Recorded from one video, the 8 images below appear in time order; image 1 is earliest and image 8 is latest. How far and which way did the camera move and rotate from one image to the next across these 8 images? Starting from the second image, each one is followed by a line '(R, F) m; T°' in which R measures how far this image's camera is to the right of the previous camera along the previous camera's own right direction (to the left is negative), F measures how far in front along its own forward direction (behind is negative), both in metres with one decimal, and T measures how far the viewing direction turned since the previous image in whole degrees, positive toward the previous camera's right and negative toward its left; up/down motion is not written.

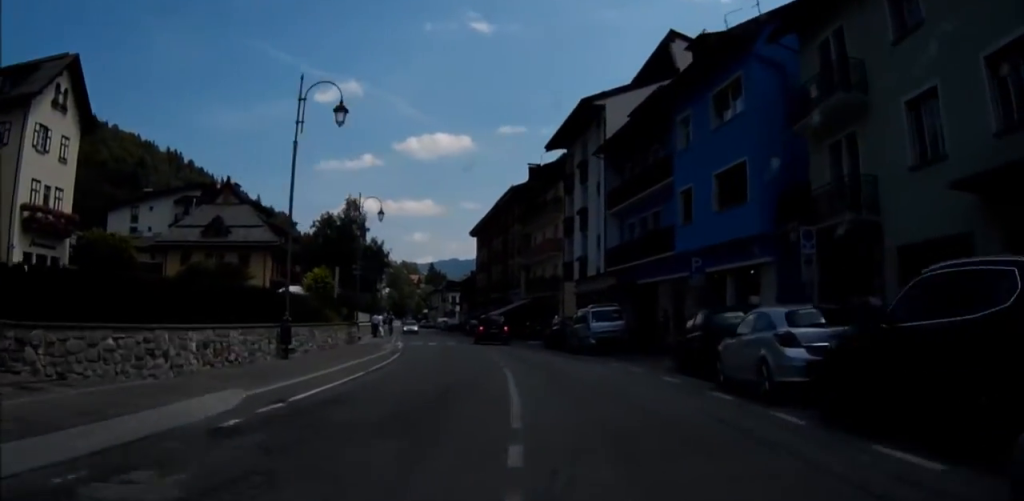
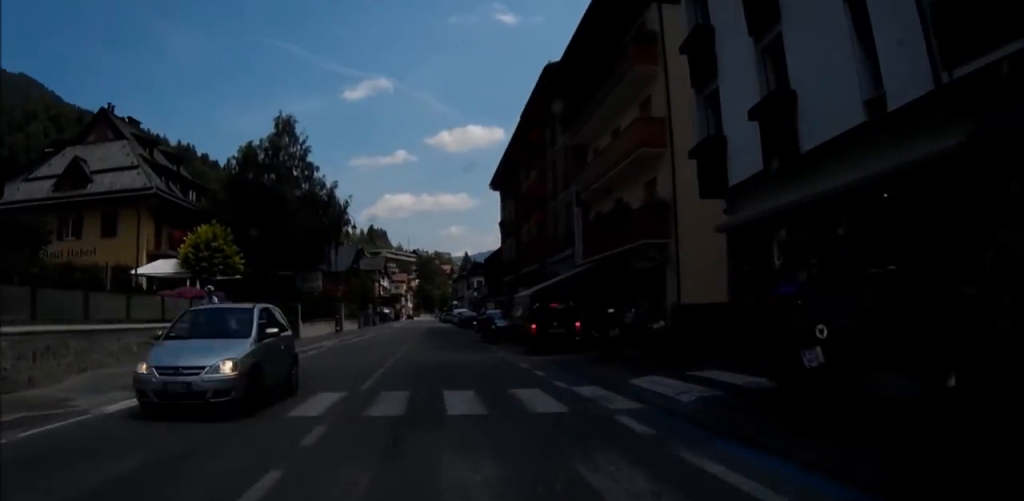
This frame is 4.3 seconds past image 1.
(-0.7, +30.7) m; -5°
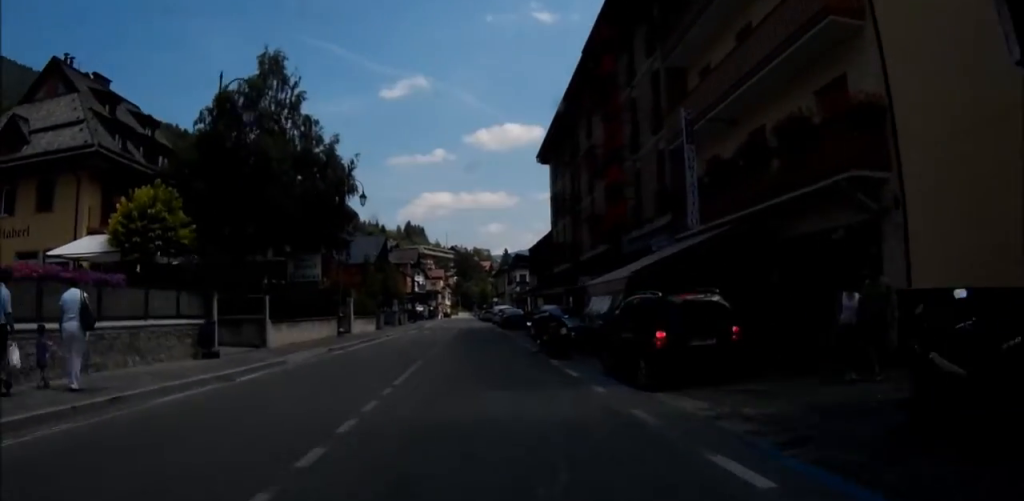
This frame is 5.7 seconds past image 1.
(-0.3, +12.3) m; -1°
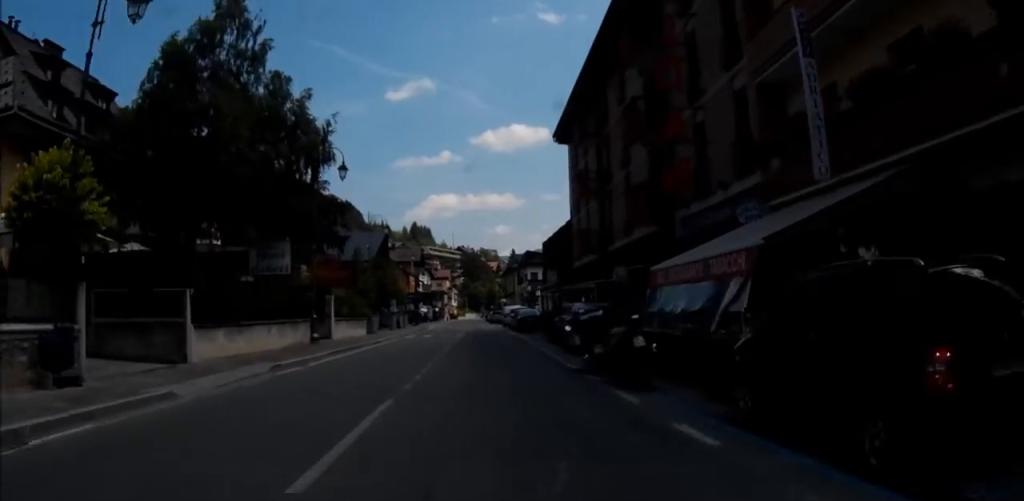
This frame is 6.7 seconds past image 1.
(0.0, +8.3) m; 0°
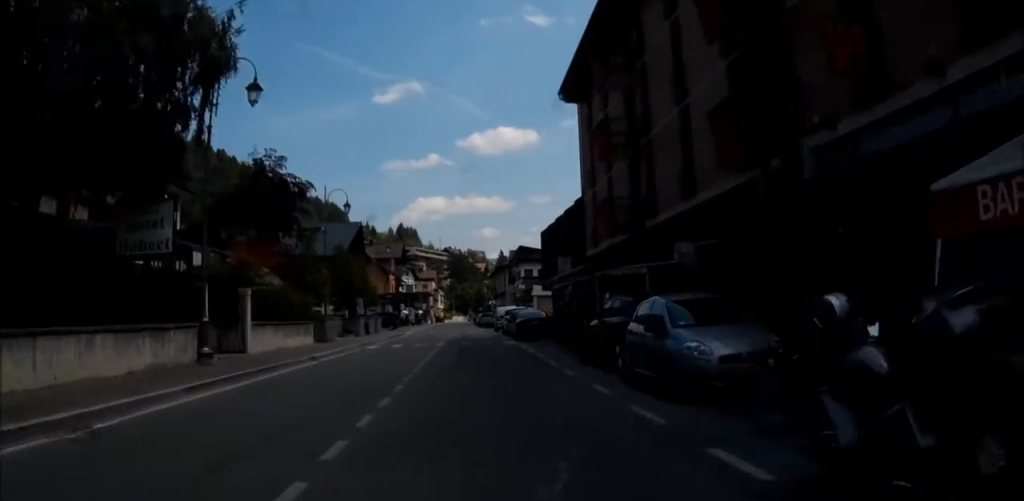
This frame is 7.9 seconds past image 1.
(0.0, +11.5) m; 0°
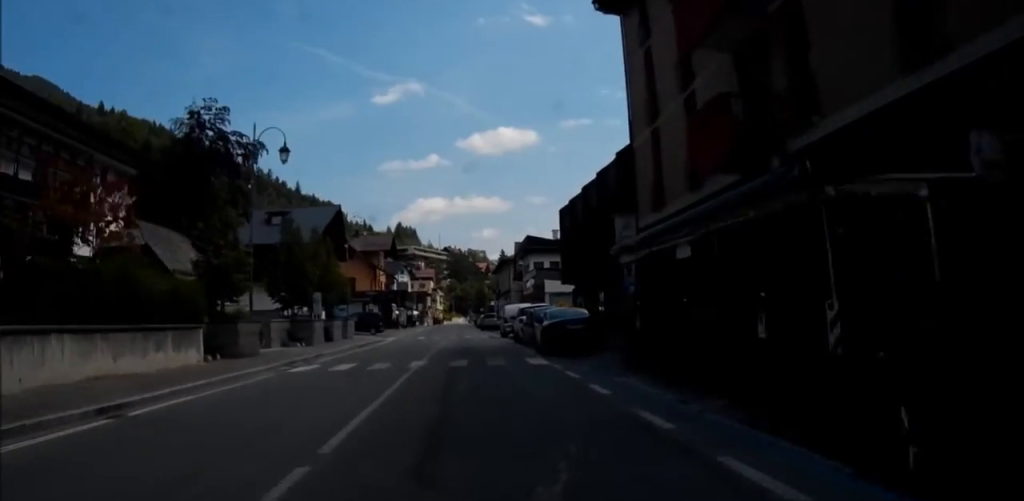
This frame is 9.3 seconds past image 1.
(0.0, +13.3) m; -1°
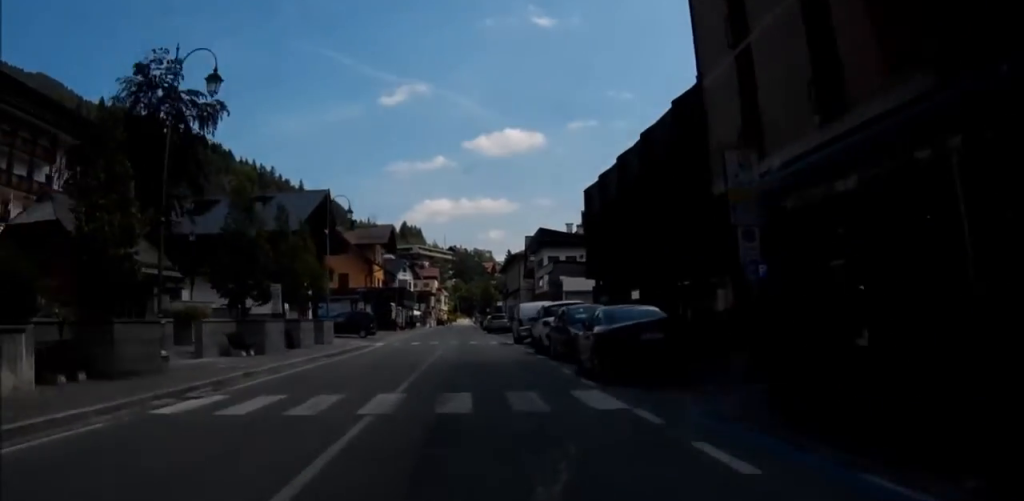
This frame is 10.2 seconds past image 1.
(0.0, +8.3) m; -1°
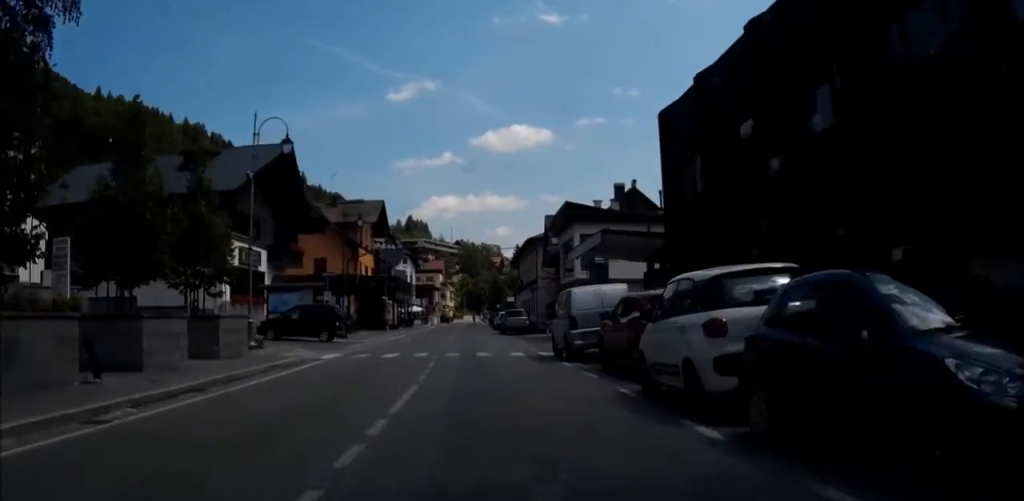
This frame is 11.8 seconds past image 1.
(-0.2, +15.7) m; -1°
